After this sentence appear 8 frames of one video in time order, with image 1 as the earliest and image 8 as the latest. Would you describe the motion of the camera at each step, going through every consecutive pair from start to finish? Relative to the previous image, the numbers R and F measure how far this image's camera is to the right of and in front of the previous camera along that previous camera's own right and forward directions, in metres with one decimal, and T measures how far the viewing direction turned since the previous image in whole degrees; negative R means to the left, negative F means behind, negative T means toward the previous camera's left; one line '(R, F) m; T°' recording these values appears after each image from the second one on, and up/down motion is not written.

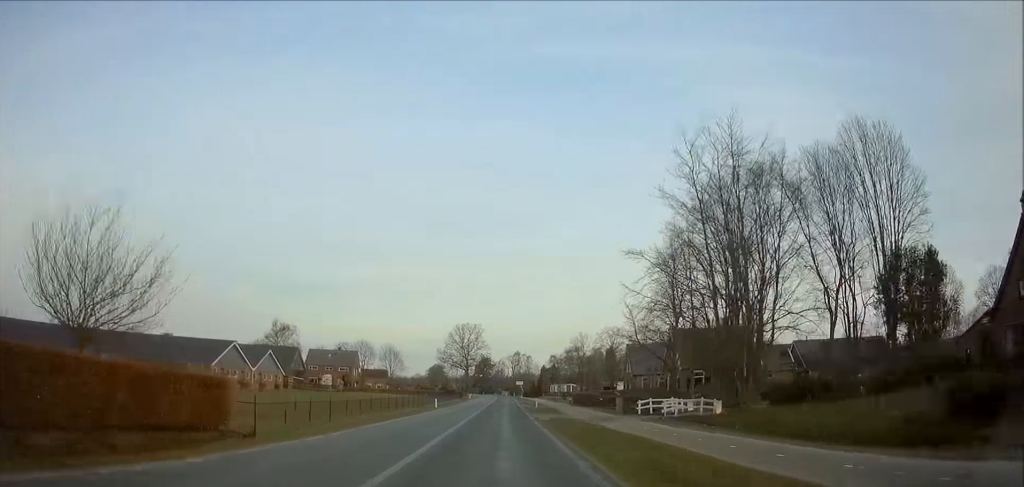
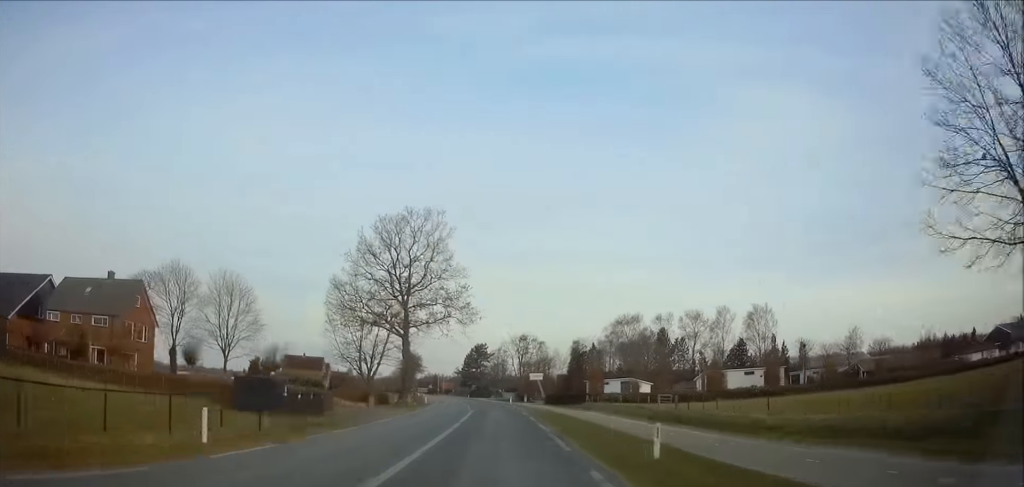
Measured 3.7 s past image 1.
(0.0, +87.7) m; -2°
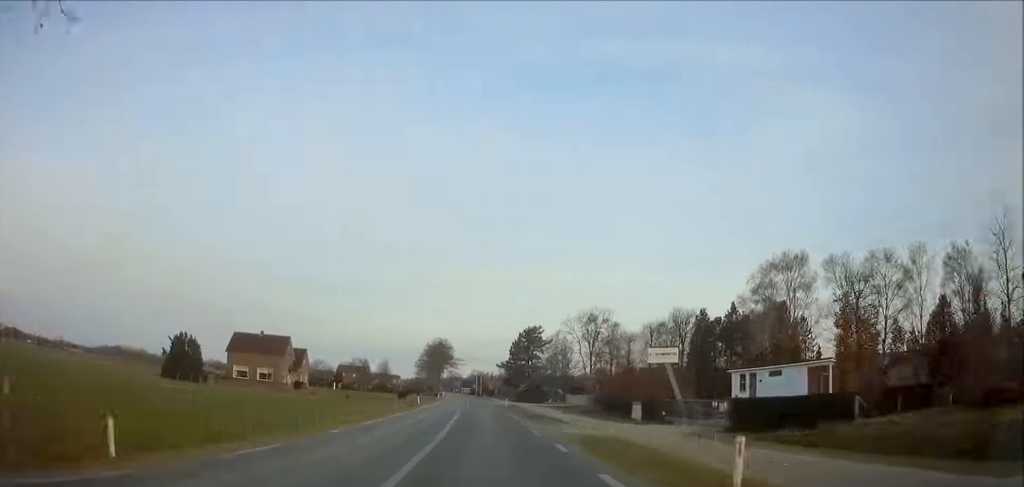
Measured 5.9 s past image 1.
(-1.6, +54.3) m; -4°
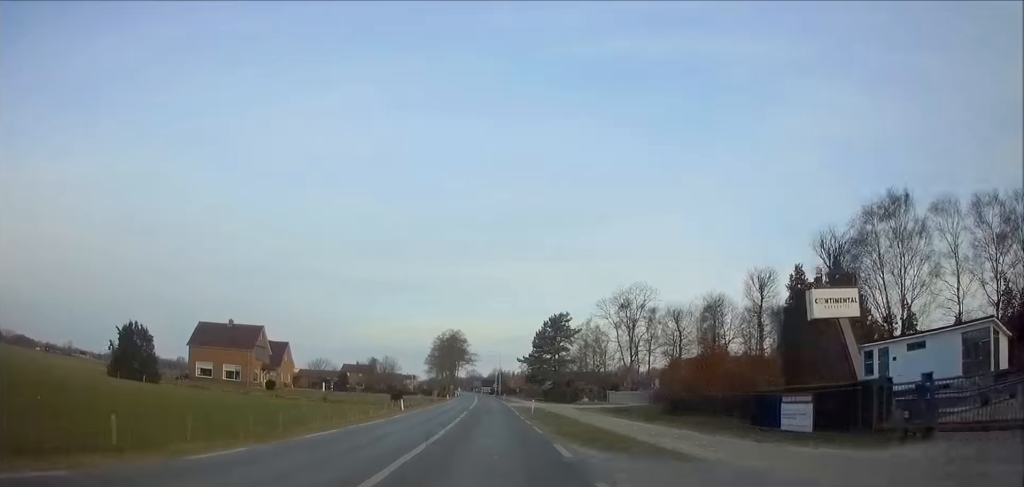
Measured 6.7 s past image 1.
(-0.5, +19.3) m; -1°
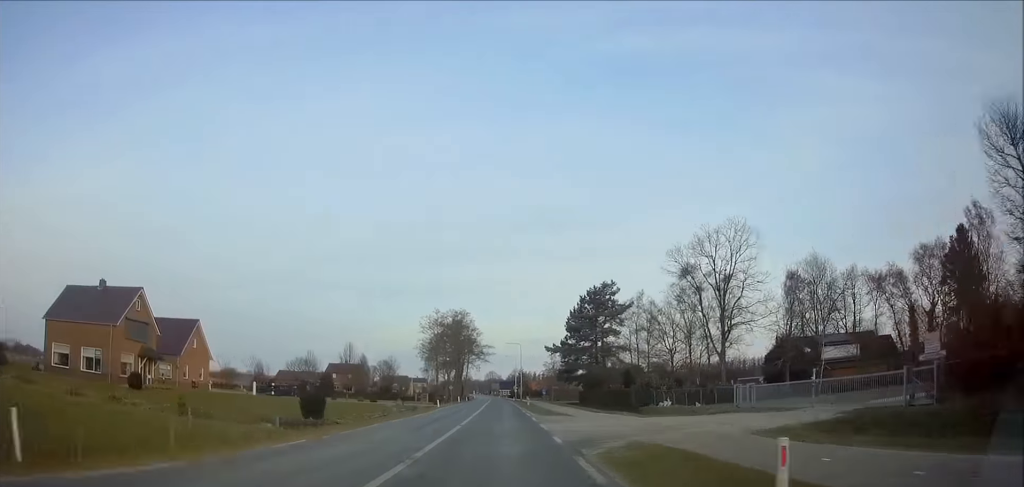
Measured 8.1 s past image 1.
(-0.6, +33.7) m; -2°
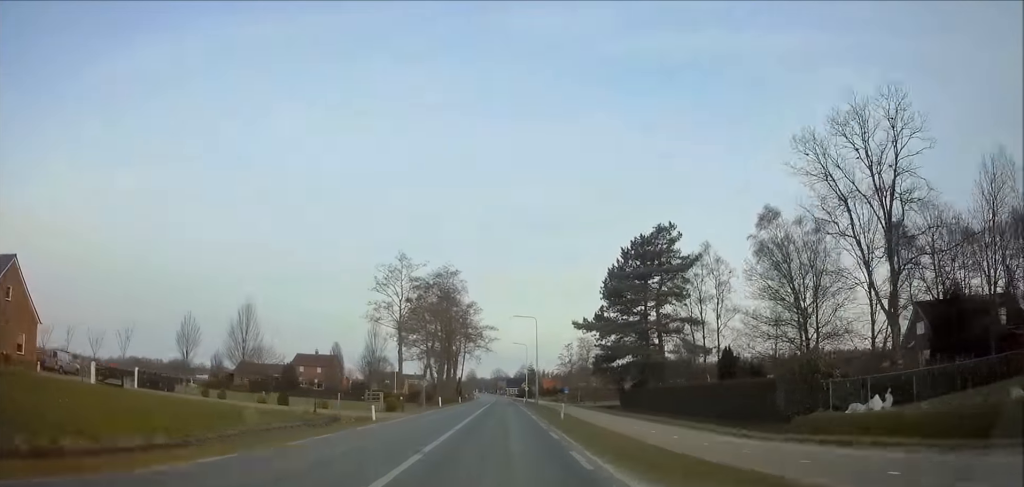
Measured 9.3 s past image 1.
(-0.5, +28.9) m; 0°
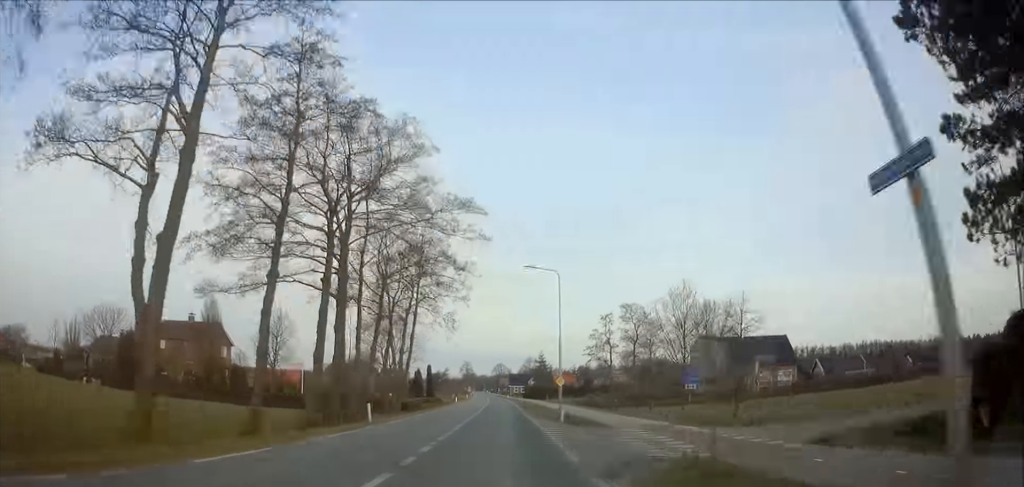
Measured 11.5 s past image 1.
(-0.2, +53.2) m; -1°
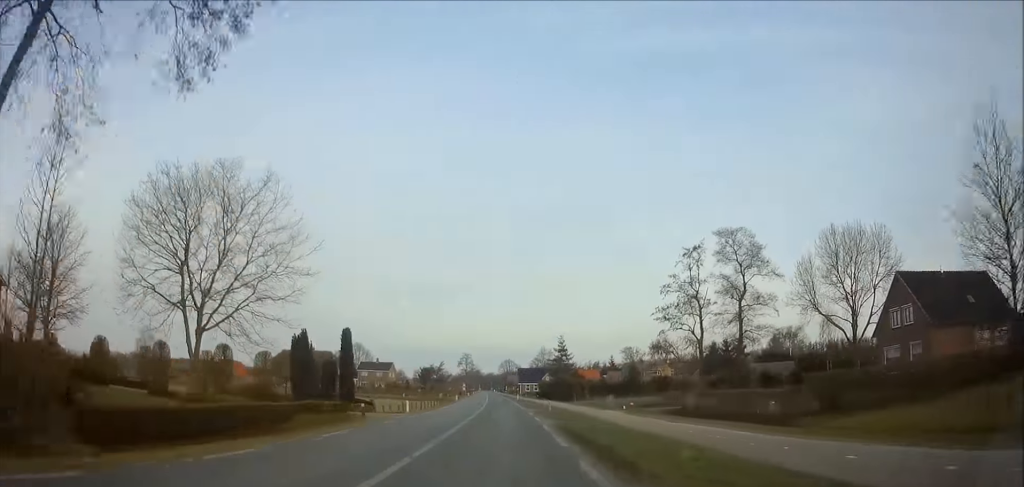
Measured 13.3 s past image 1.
(-0.3, +41.8) m; -1°
